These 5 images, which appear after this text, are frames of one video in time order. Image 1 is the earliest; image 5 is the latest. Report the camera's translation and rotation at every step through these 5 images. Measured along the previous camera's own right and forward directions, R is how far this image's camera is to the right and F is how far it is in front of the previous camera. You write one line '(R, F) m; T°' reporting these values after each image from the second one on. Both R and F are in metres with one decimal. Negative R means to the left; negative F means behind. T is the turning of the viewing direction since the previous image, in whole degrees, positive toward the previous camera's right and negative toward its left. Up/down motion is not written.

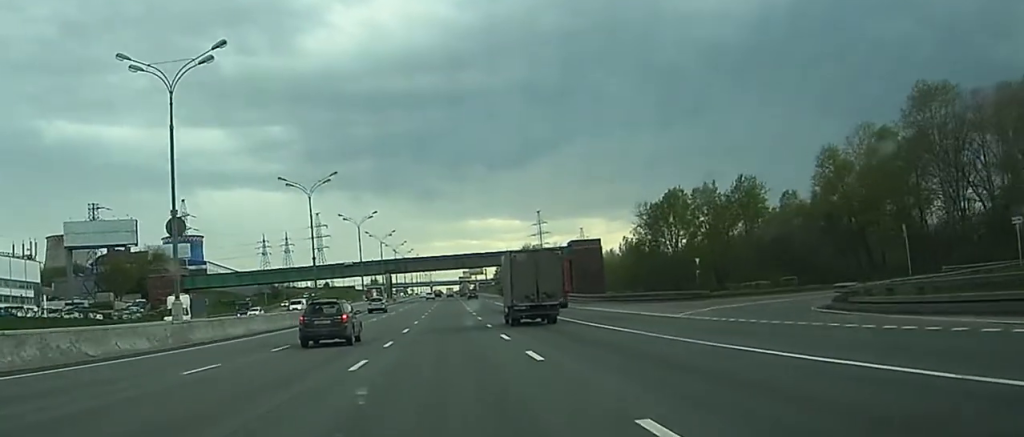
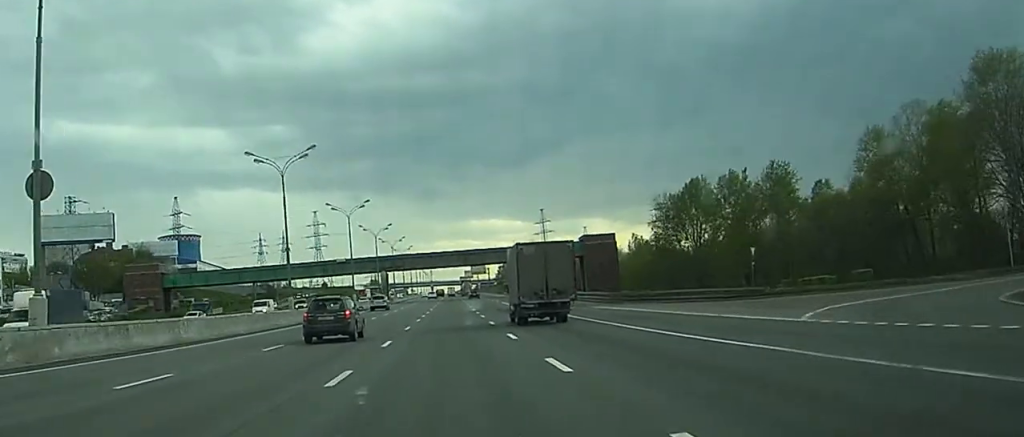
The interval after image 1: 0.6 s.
(-0.1, +13.7) m; 0°
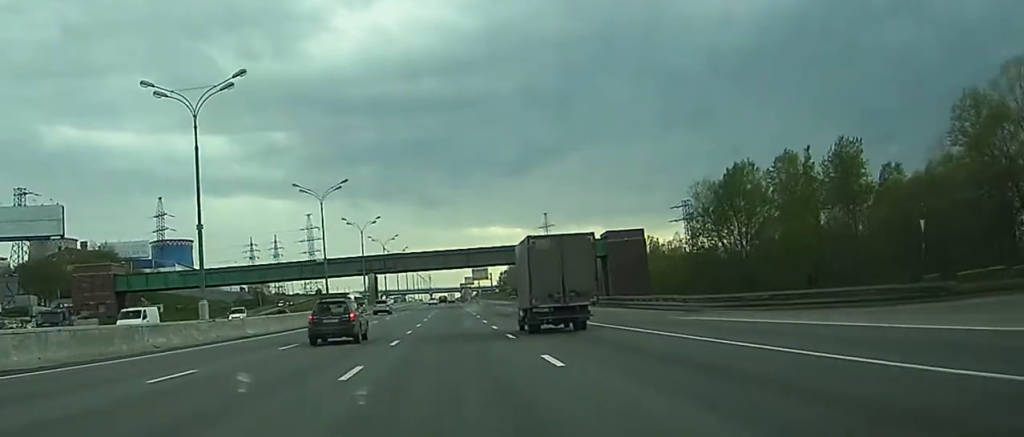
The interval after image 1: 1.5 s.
(0.0, +23.2) m; -1°
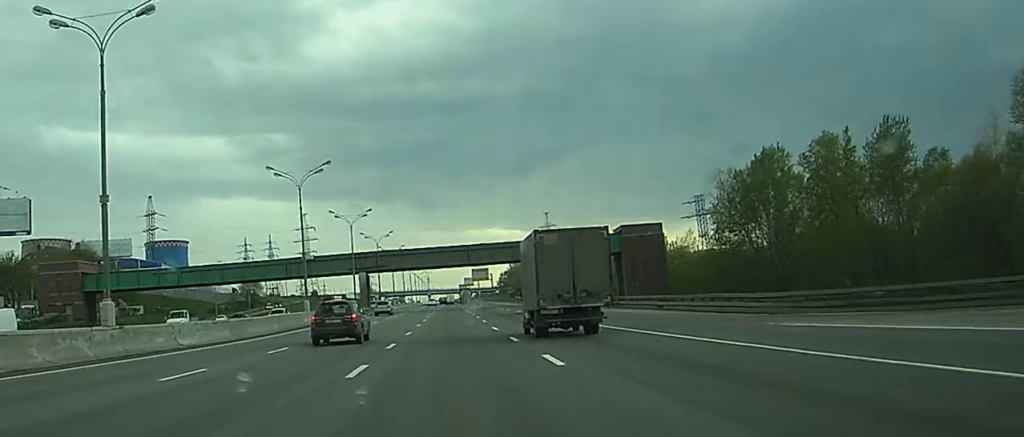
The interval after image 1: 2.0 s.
(-0.1, +11.9) m; -1°
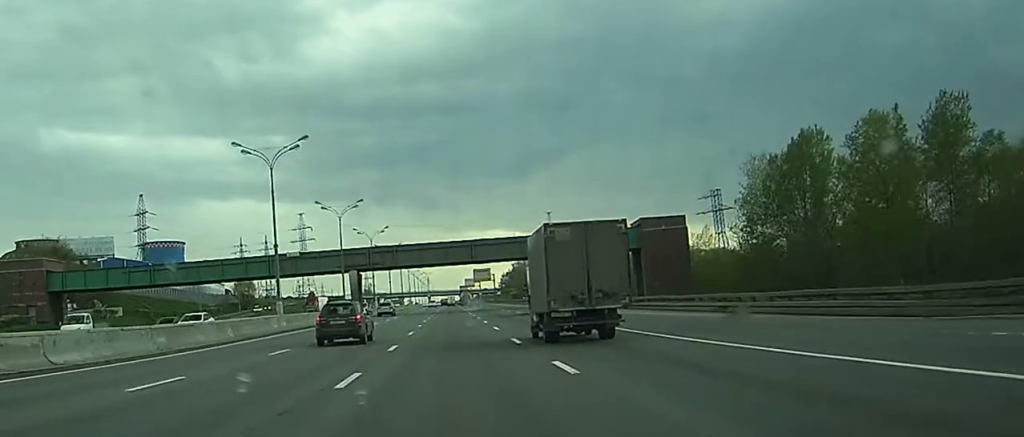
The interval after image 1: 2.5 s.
(0.0, +11.9) m; 0°
